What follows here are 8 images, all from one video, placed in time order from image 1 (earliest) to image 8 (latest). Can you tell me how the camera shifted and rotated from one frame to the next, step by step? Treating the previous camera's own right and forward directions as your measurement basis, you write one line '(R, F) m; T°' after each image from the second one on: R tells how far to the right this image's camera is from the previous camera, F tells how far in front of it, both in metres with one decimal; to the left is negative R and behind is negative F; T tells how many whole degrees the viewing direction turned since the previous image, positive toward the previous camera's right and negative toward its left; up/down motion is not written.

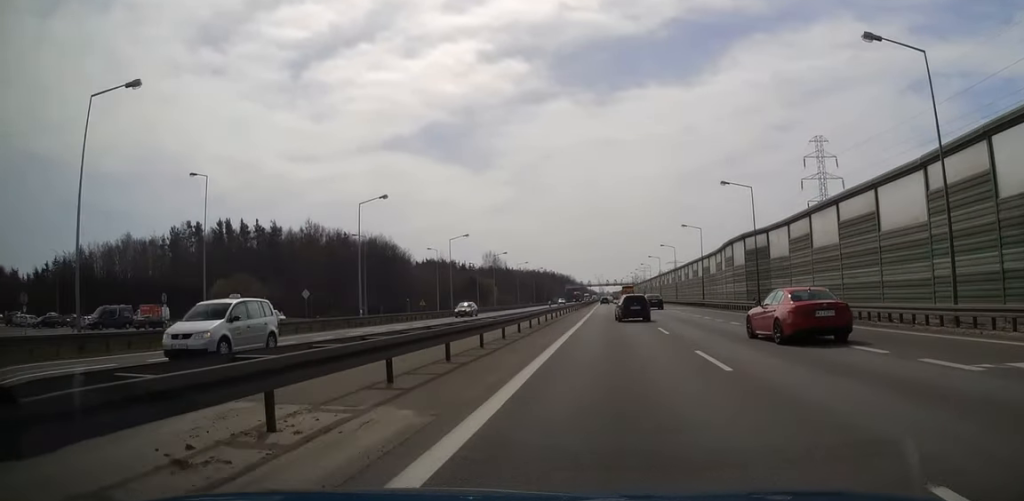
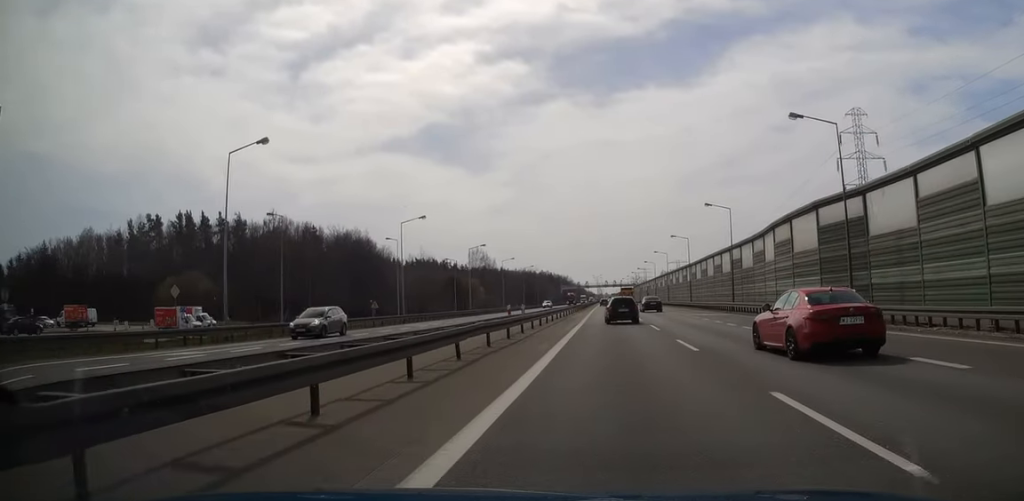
(+0.1, +18.9) m; 0°
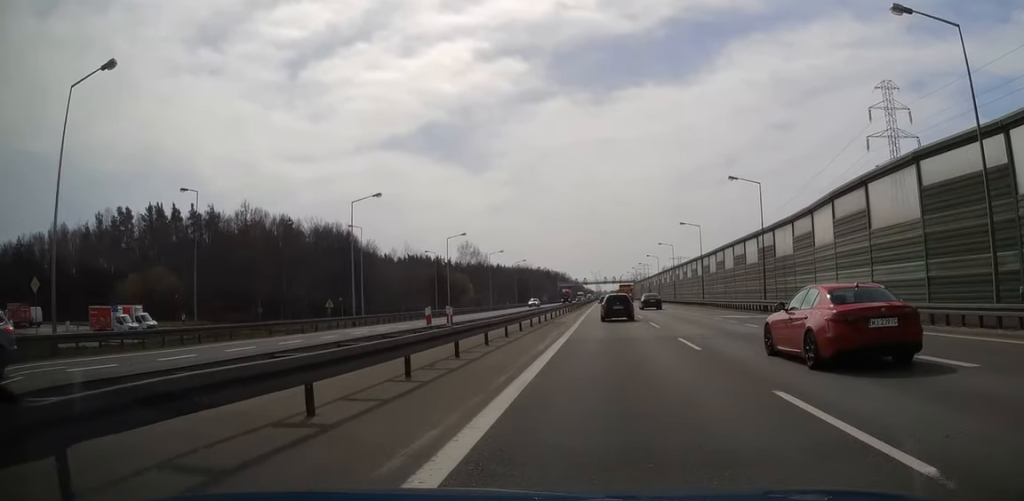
(-0.1, +12.1) m; 0°
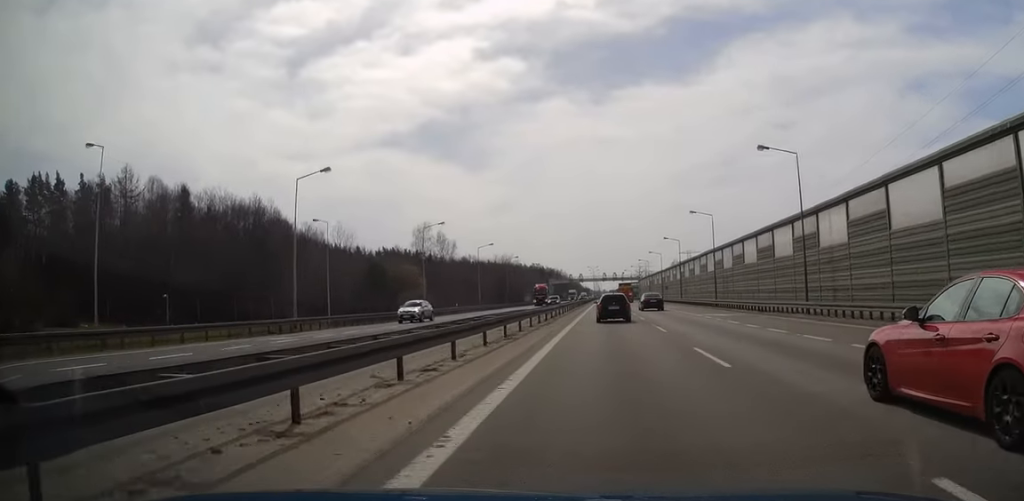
(0.0, +39.8) m; 0°
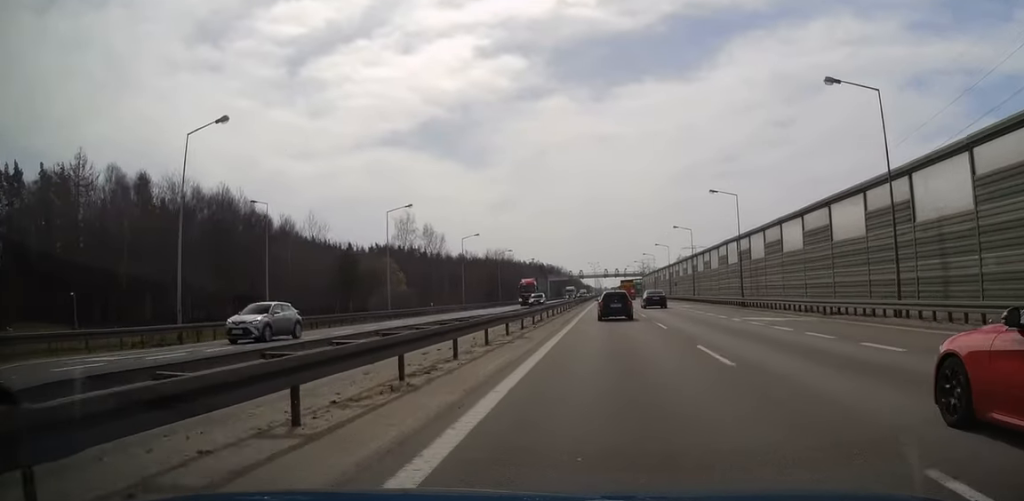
(0.0, +12.1) m; 0°
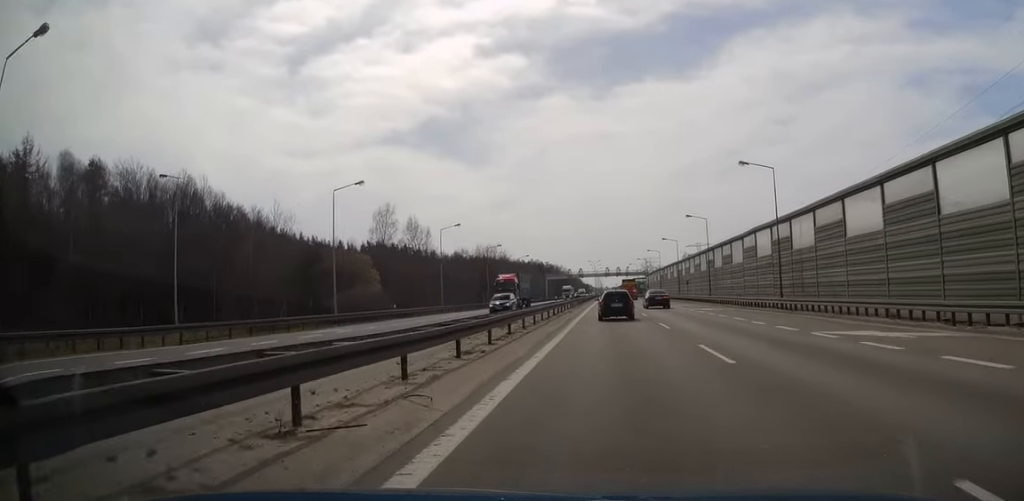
(0.0, +12.1) m; 0°
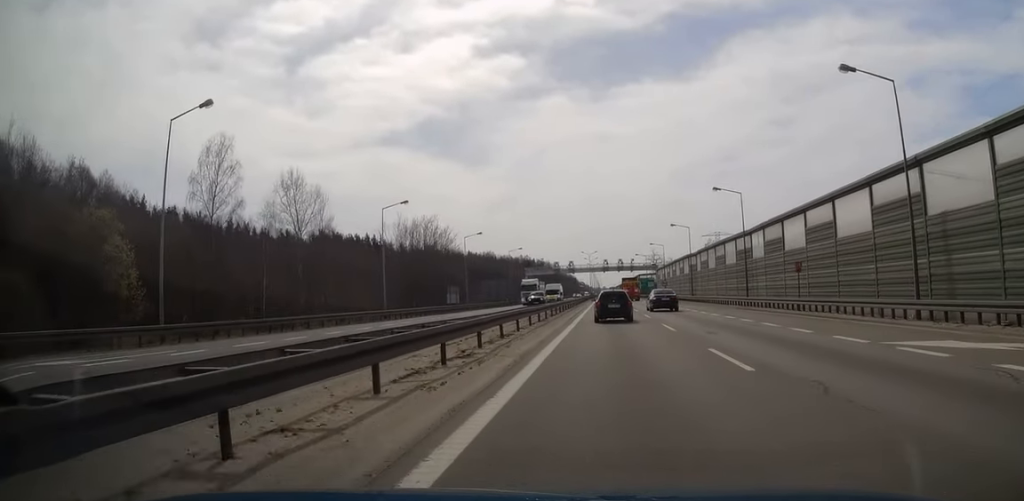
(+0.2, +49.5) m; 0°
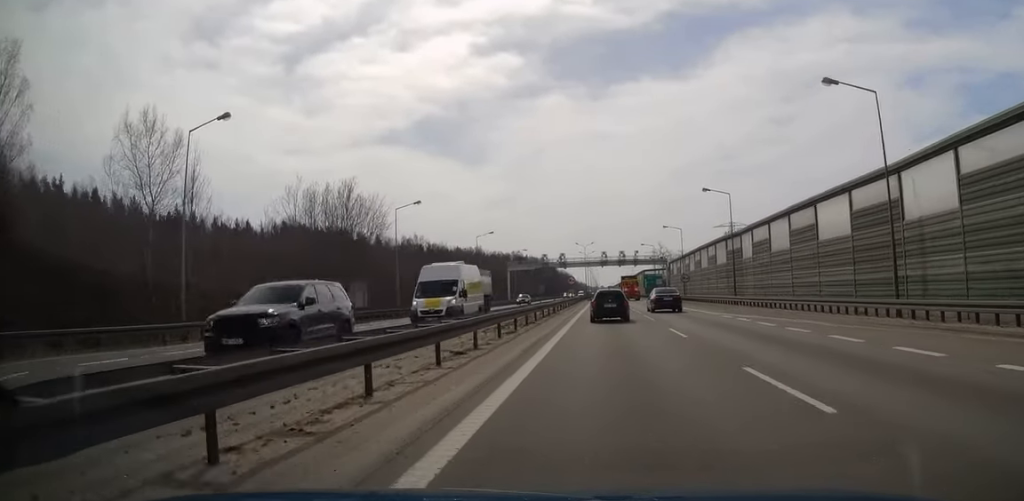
(0.0, +28.3) m; 0°
